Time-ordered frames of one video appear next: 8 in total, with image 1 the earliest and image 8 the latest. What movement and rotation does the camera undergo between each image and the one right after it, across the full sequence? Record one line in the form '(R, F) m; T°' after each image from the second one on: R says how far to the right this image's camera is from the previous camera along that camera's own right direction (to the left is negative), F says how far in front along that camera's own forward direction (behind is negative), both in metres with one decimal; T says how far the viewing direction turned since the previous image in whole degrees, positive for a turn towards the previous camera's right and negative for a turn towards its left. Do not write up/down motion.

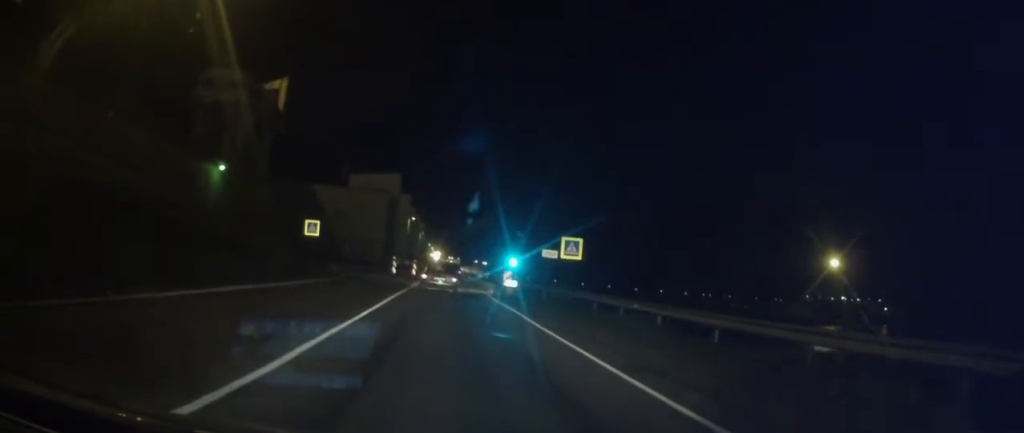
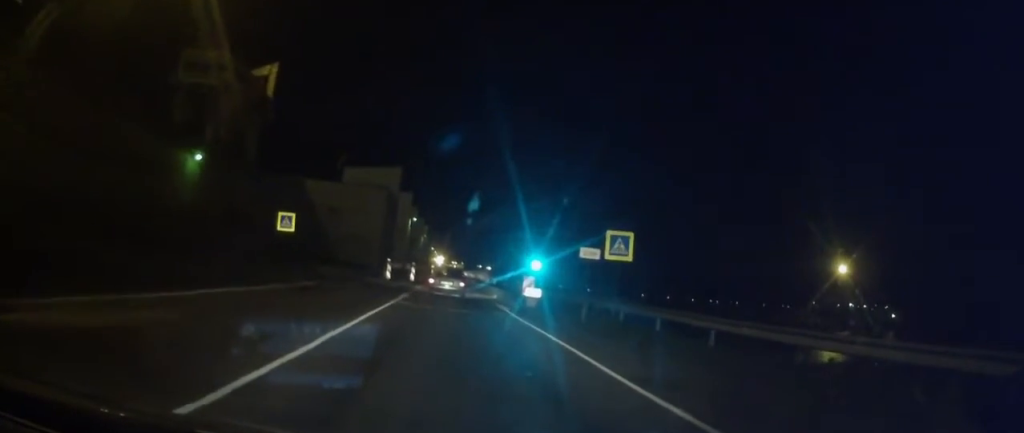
(+0.1, +8.0) m; 0°
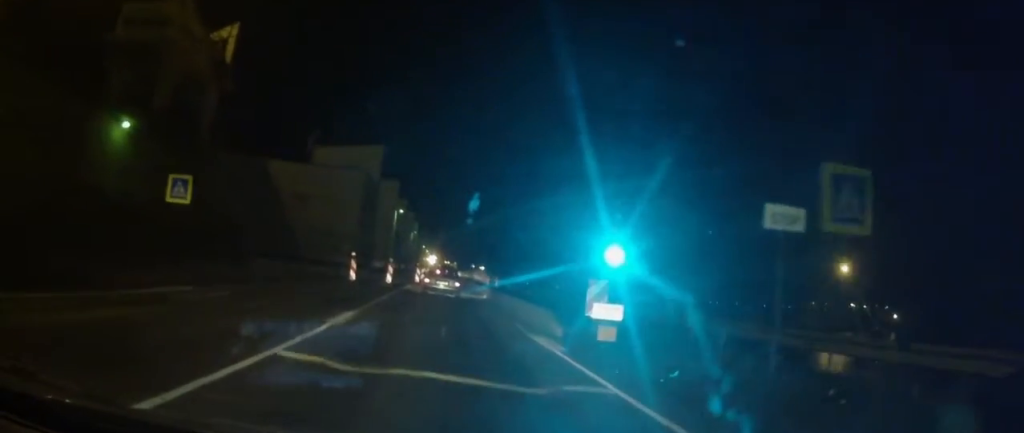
(-0.3, +13.6) m; -2°
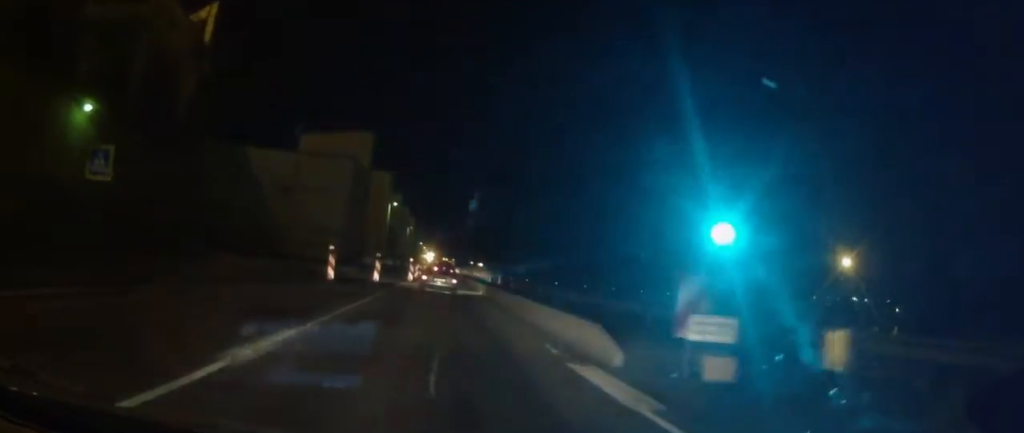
(0.0, +5.2) m; 0°
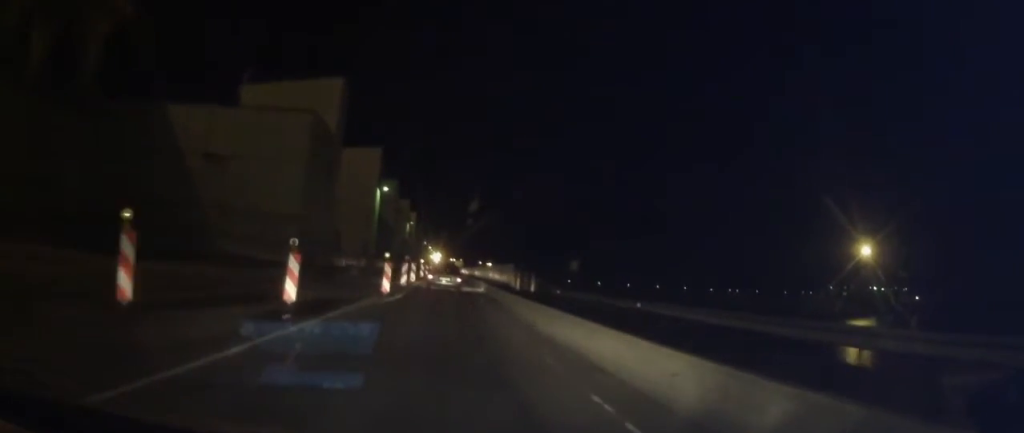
(+0.4, +17.4) m; +1°
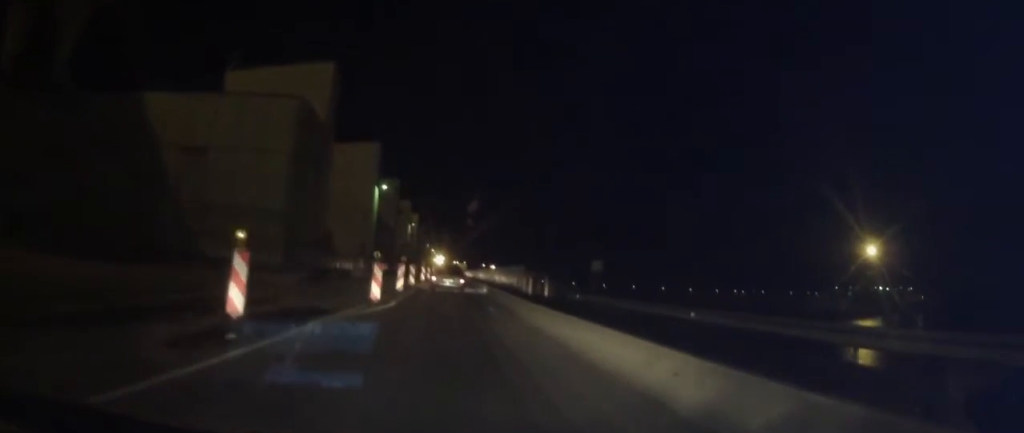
(+0.1, +3.8) m; -1°
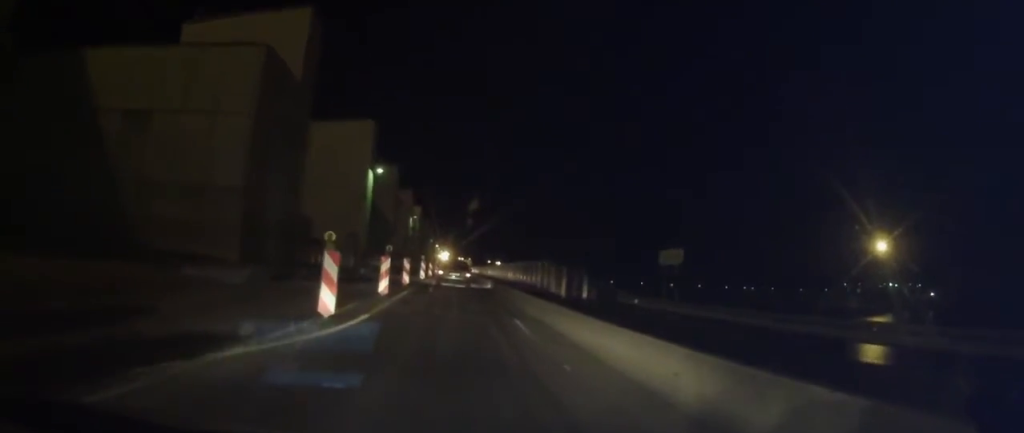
(-0.3, +7.6) m; -1°
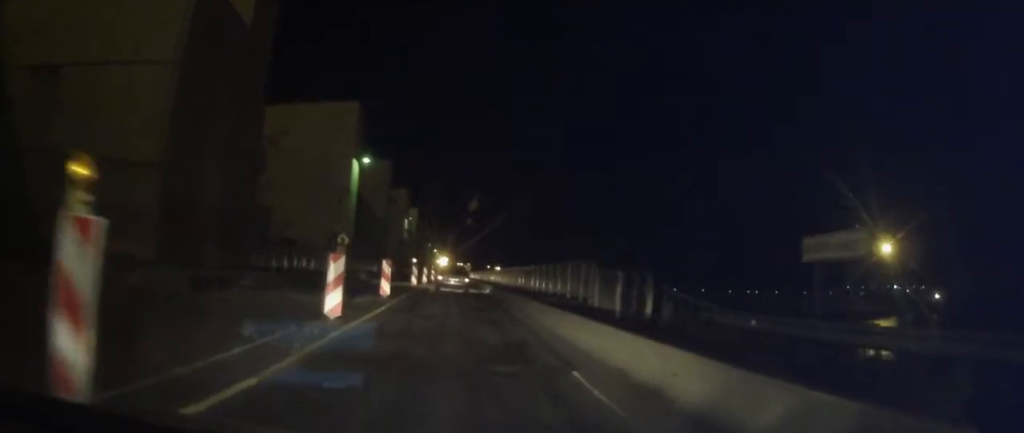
(-0.1, +7.4) m; 0°
